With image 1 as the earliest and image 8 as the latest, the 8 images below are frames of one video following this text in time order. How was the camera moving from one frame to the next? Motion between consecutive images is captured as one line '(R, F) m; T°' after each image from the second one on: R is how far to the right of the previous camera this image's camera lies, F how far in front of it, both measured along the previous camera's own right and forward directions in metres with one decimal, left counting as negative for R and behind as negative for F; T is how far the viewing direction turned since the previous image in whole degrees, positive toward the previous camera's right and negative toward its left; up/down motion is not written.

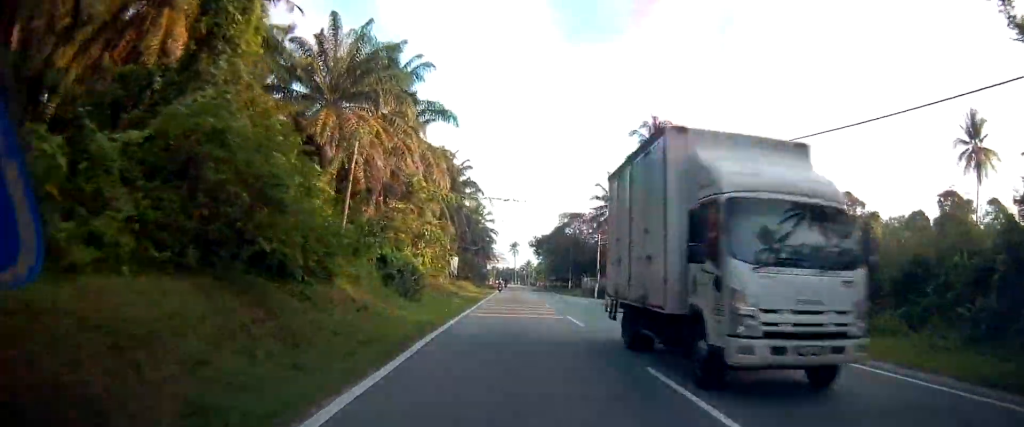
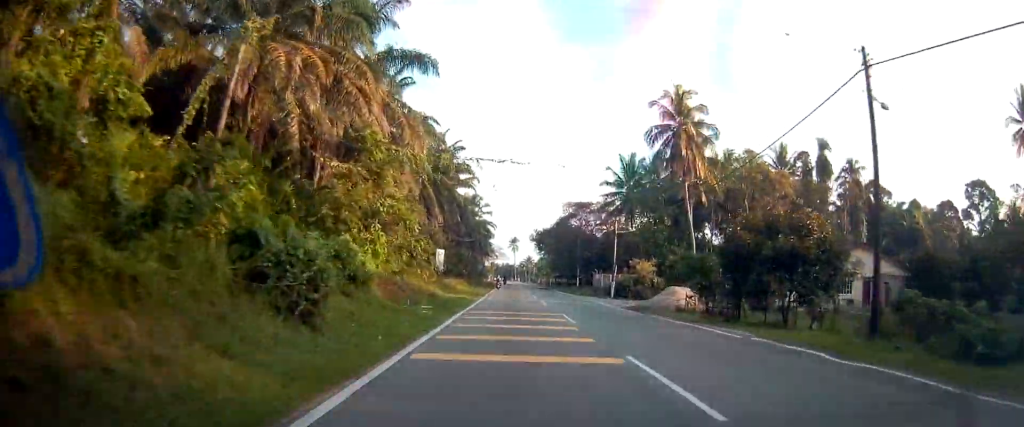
(+0.4, +10.9) m; +1°
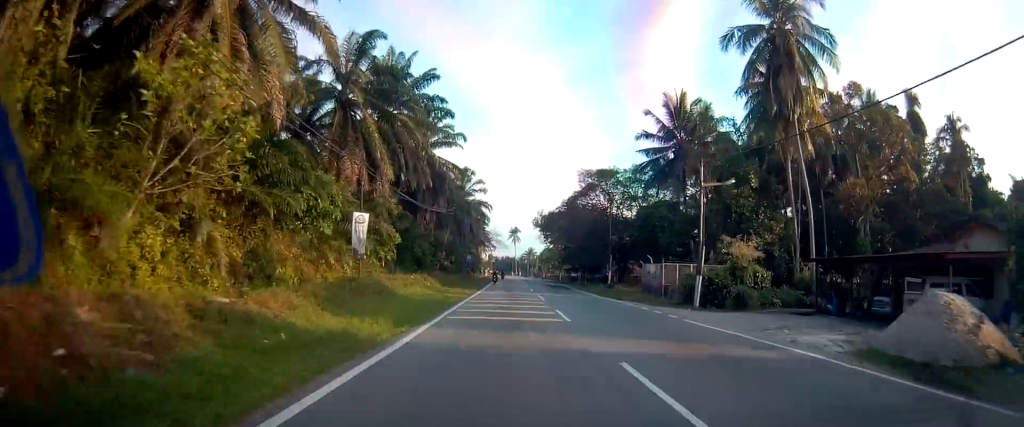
(+0.4, +24.7) m; 0°
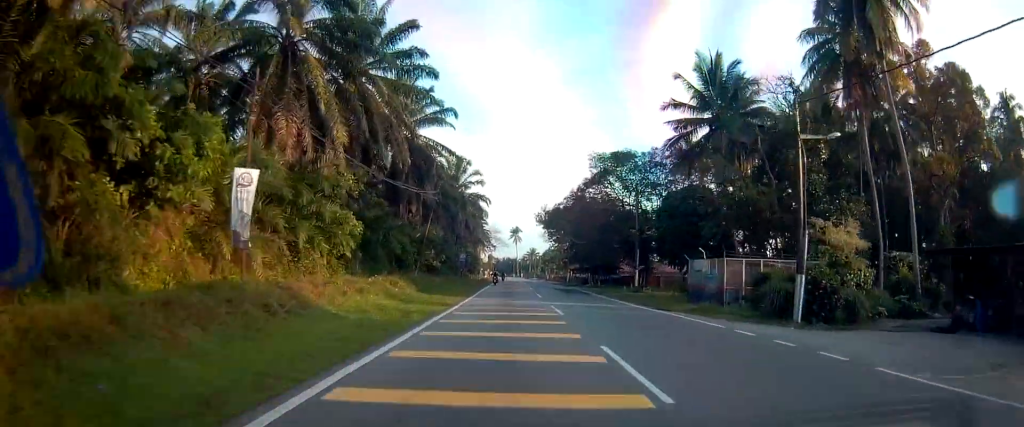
(+0.1, +10.5) m; -1°
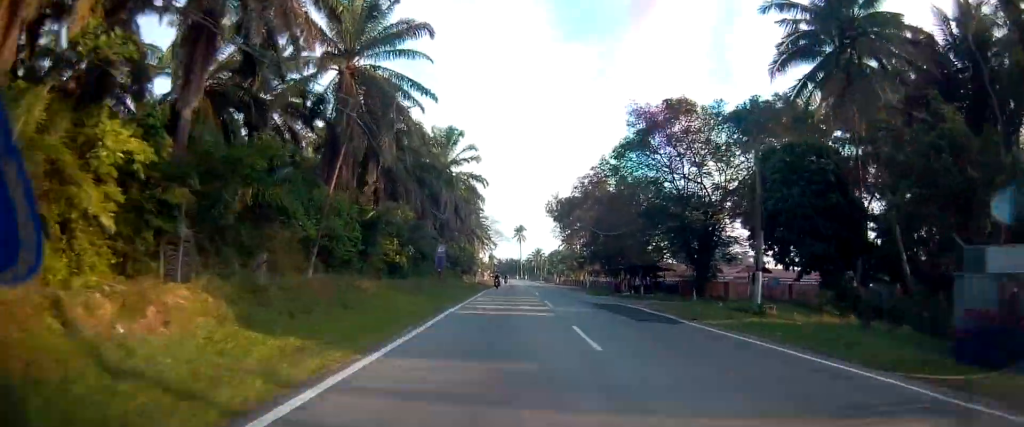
(-0.7, +19.9) m; 0°
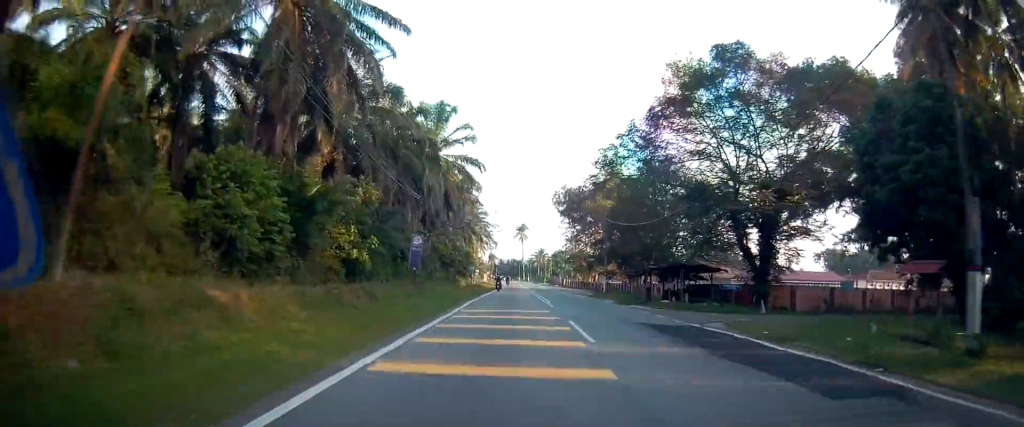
(+0.4, +10.8) m; 0°
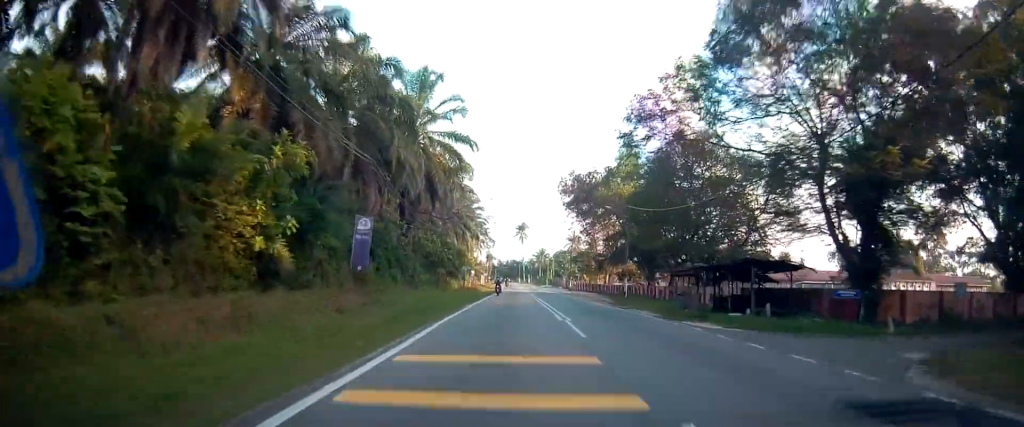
(+0.4, +10.8) m; 0°
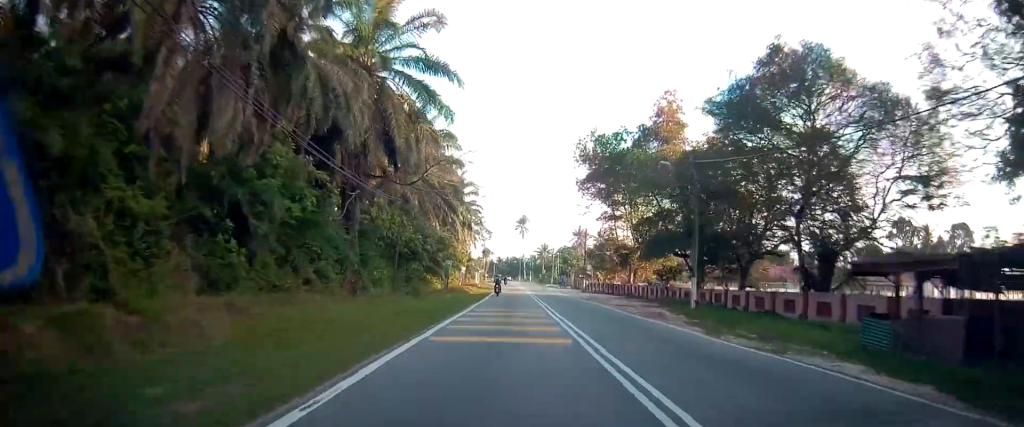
(-0.6, +17.0) m; 0°
